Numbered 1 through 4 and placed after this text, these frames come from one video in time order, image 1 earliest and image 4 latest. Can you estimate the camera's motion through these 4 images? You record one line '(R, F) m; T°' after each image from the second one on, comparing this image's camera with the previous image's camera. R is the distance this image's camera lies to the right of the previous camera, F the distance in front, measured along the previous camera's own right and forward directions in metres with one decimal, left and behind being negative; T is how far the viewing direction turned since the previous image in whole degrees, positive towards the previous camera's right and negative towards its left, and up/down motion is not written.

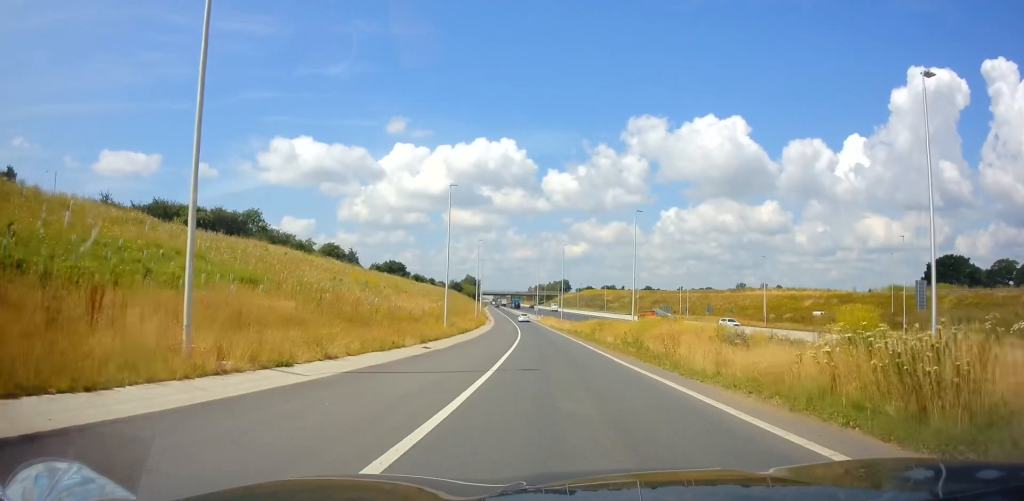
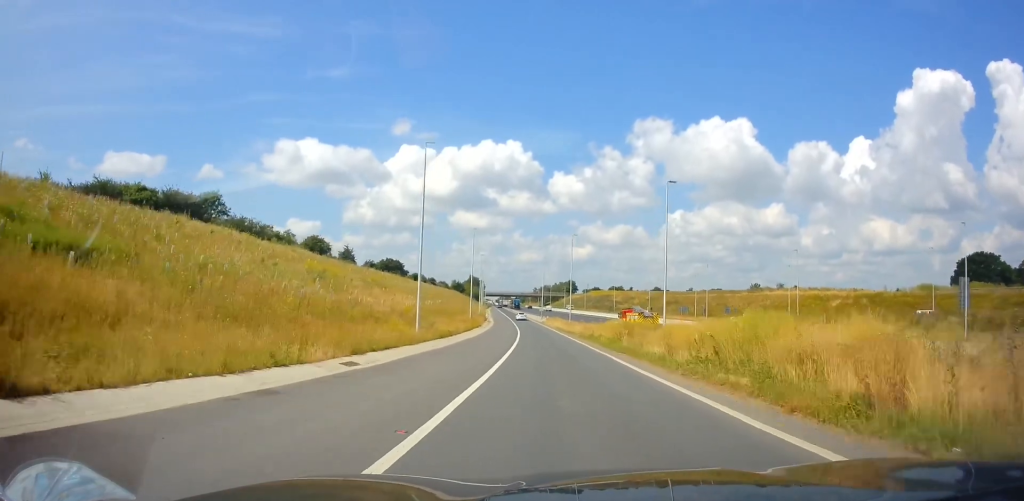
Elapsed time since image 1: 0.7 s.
(+0.1, +11.9) m; -1°
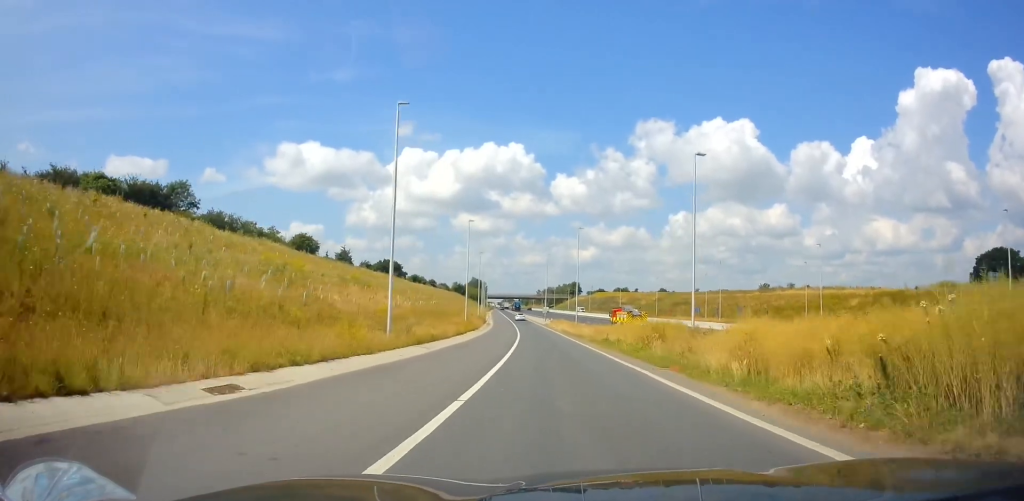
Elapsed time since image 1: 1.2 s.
(-0.1, +7.1) m; -1°
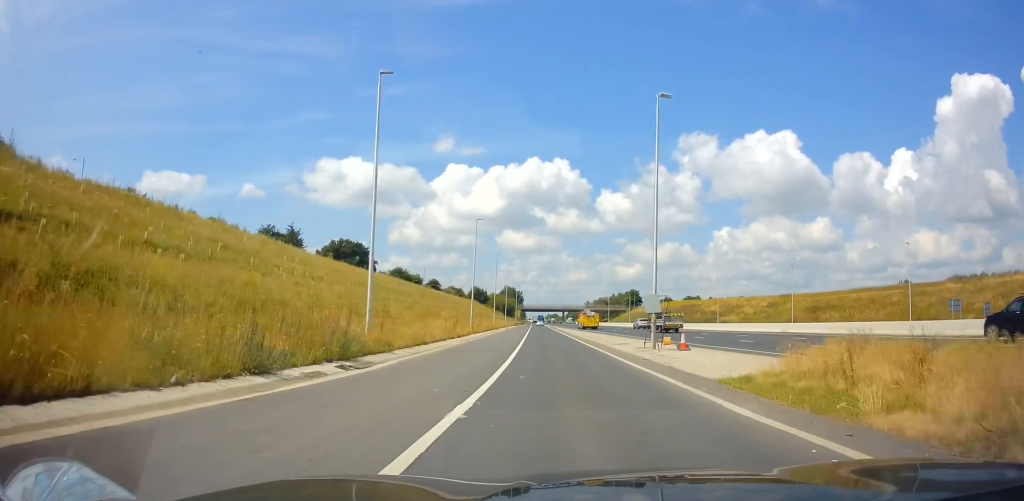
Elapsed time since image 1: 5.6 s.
(-2.6, +78.4) m; -3°
